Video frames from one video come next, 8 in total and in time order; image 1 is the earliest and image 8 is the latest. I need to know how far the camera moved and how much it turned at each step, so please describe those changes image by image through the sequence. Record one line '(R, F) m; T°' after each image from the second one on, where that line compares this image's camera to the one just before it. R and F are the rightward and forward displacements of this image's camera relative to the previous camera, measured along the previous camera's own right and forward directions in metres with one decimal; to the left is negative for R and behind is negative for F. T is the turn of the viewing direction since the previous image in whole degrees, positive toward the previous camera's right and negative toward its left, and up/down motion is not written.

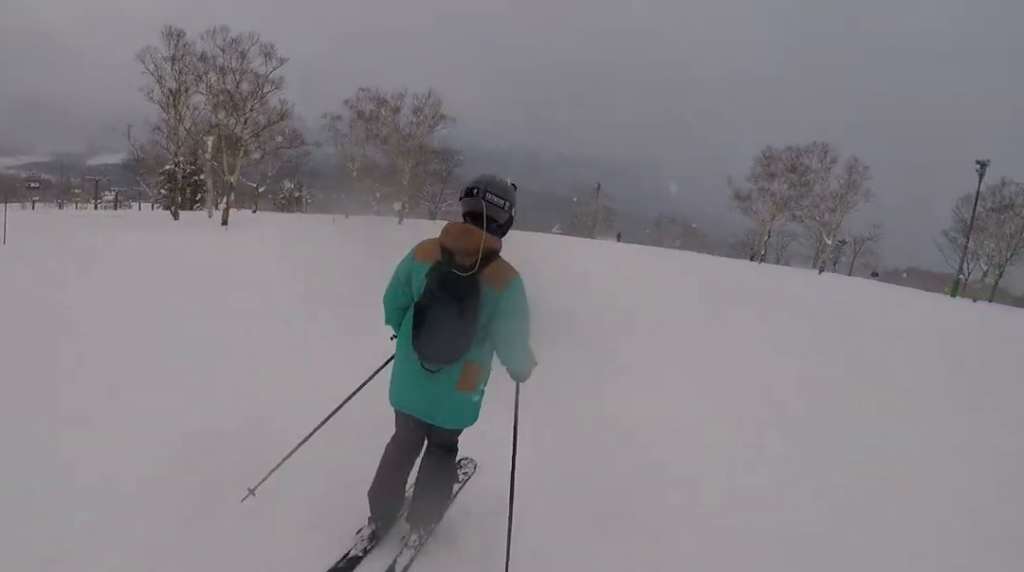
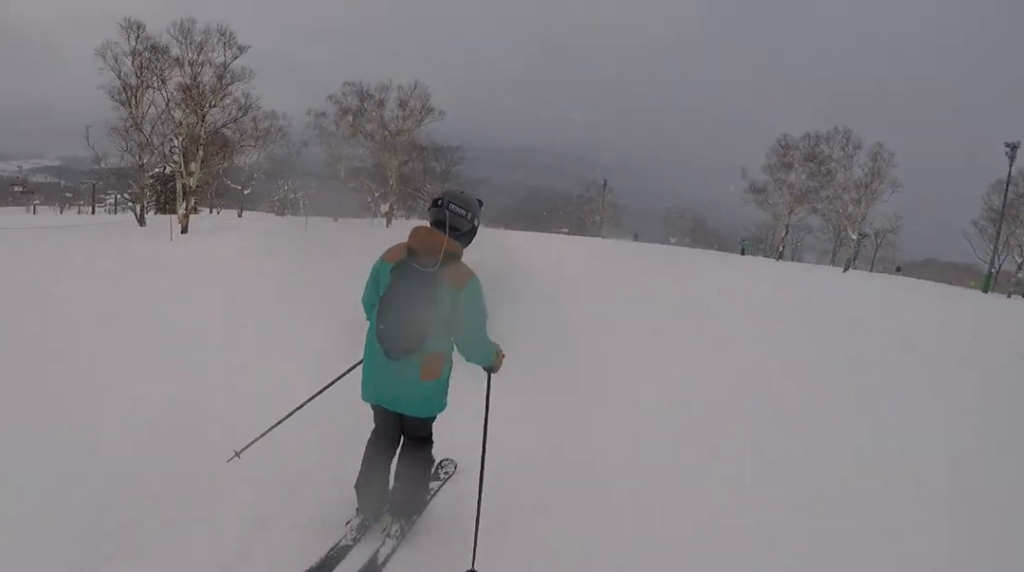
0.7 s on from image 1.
(+0.2, +3.8) m; +4°
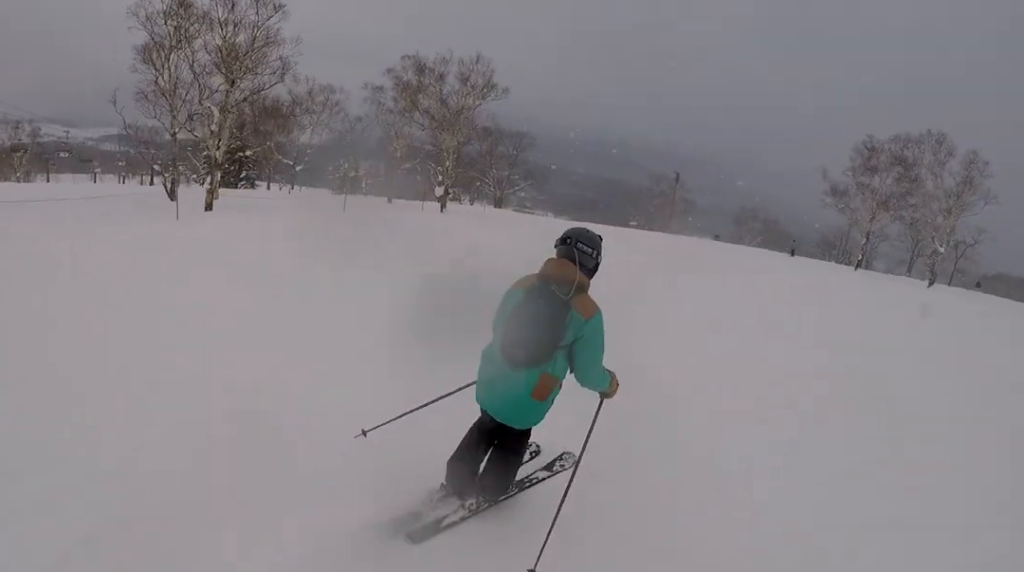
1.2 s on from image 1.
(+0.1, +3.2) m; +1°
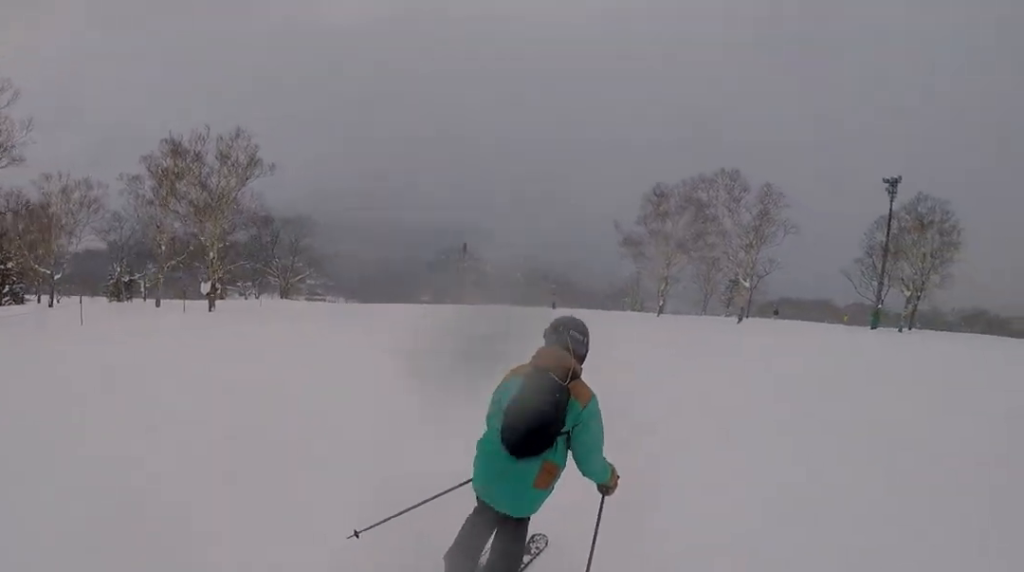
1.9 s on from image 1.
(0.0, +4.1) m; 0°
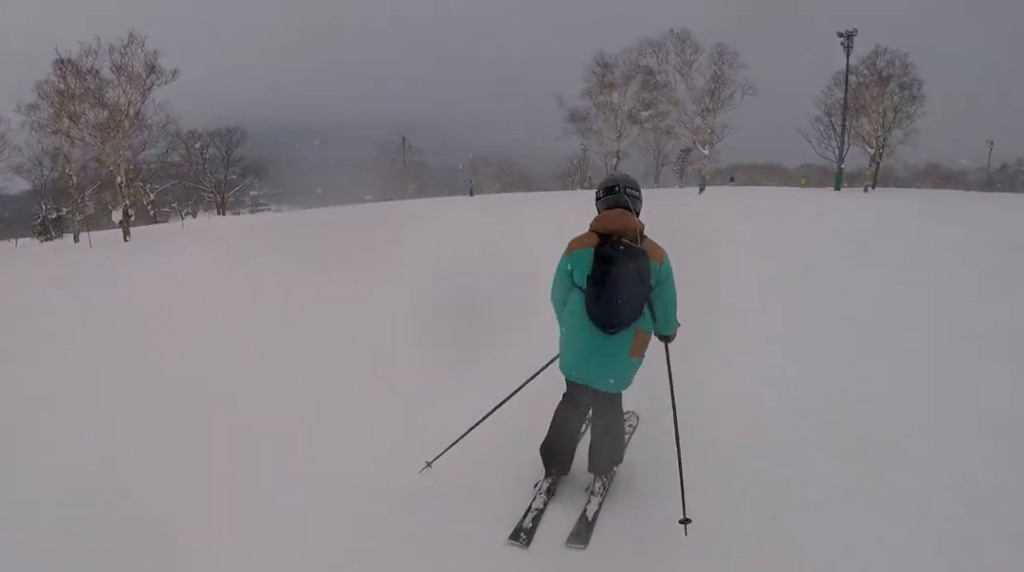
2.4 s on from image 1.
(0.0, +2.9) m; 0°
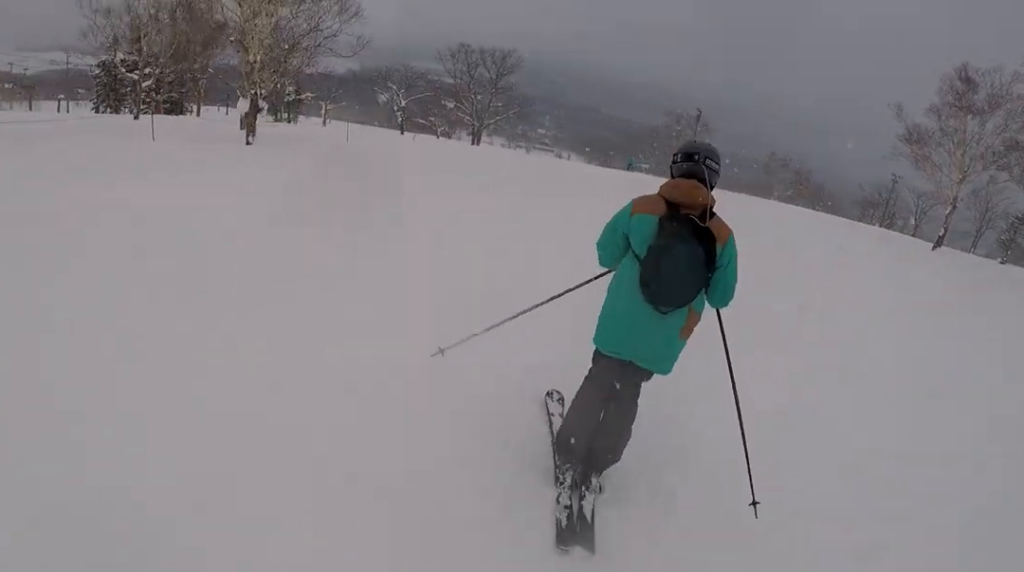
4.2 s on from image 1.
(-0.2, +11.0) m; -5°
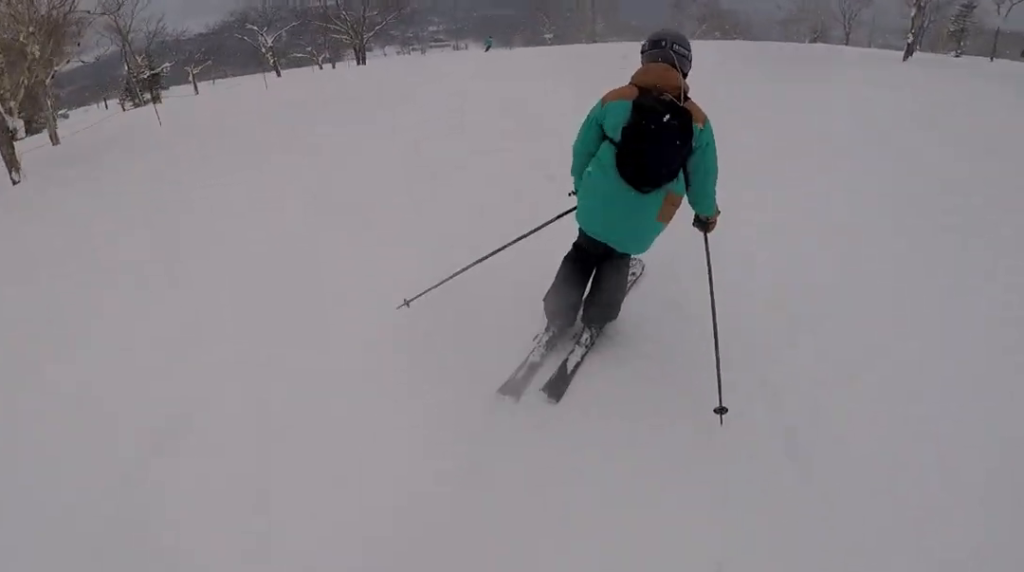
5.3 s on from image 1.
(-0.3, +6.9) m; +11°
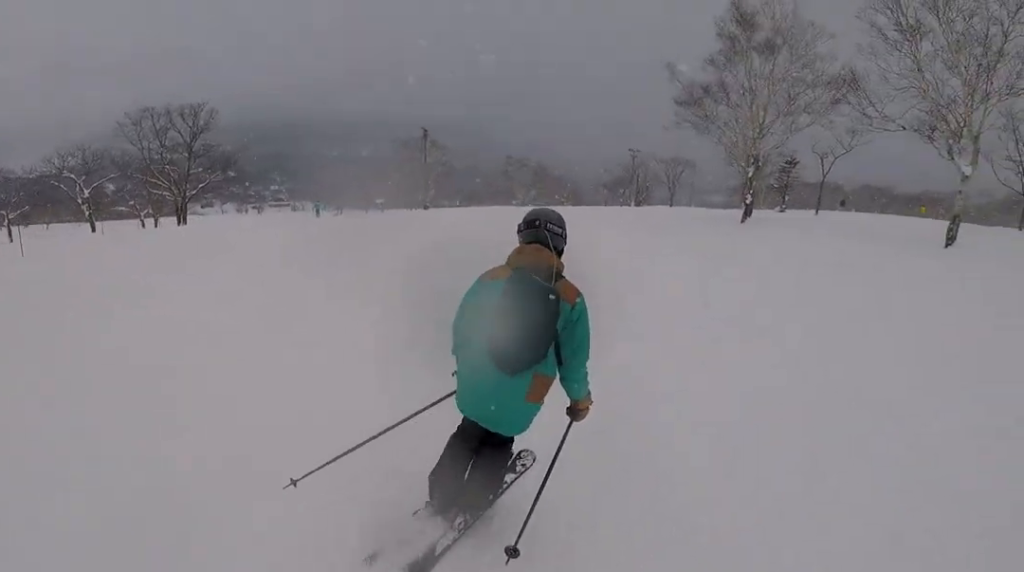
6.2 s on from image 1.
(+1.4, +4.7) m; +3°
